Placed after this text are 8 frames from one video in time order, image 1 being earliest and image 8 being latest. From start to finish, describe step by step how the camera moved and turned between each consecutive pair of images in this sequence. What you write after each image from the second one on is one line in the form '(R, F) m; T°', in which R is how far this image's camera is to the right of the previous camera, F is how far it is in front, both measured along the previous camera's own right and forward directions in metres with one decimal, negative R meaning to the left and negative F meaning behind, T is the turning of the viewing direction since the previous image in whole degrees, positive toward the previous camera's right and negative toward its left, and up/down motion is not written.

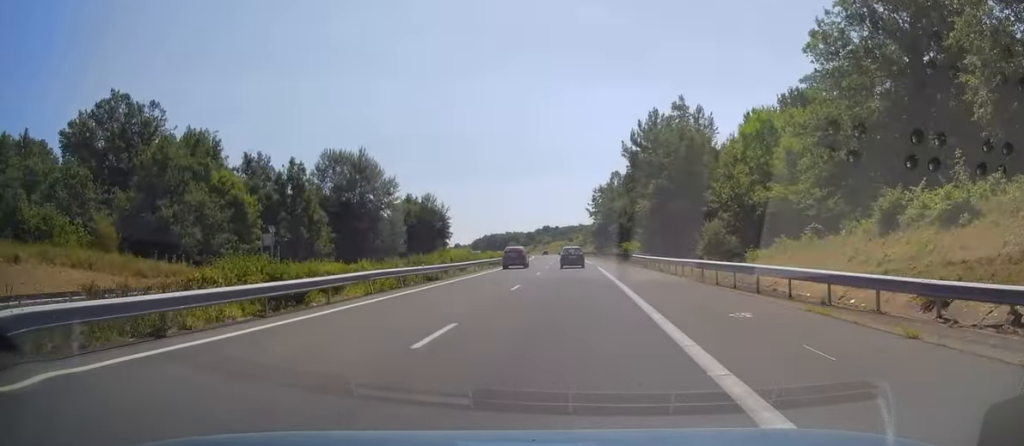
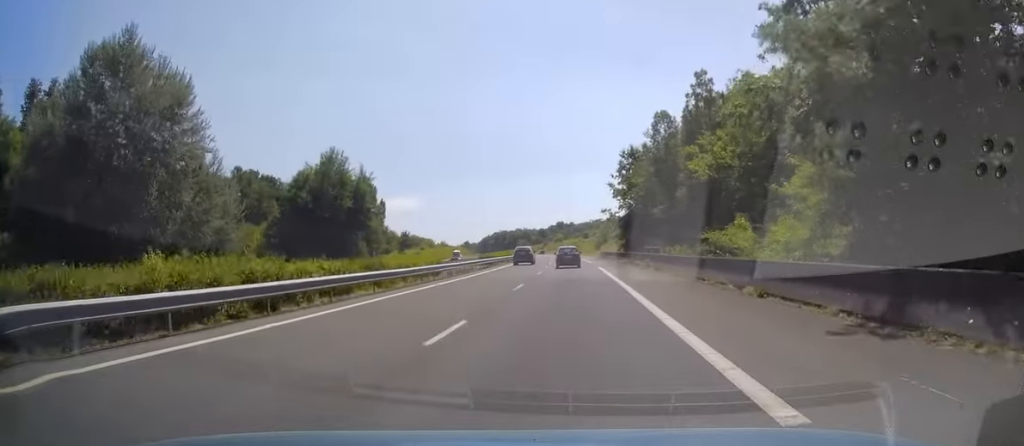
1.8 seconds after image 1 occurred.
(-0.9, +52.1) m; -2°
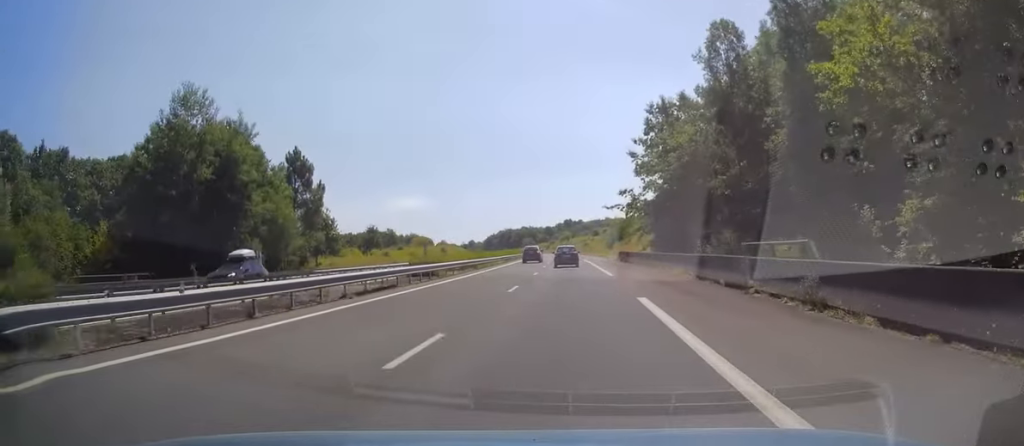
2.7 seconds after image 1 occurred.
(+0.3, +28.0) m; 0°
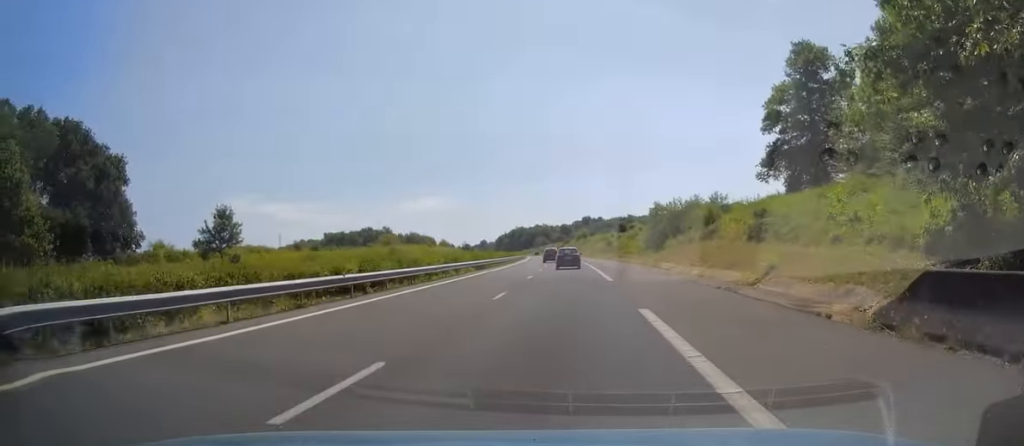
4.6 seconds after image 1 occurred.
(-1.5, +54.8) m; -3°
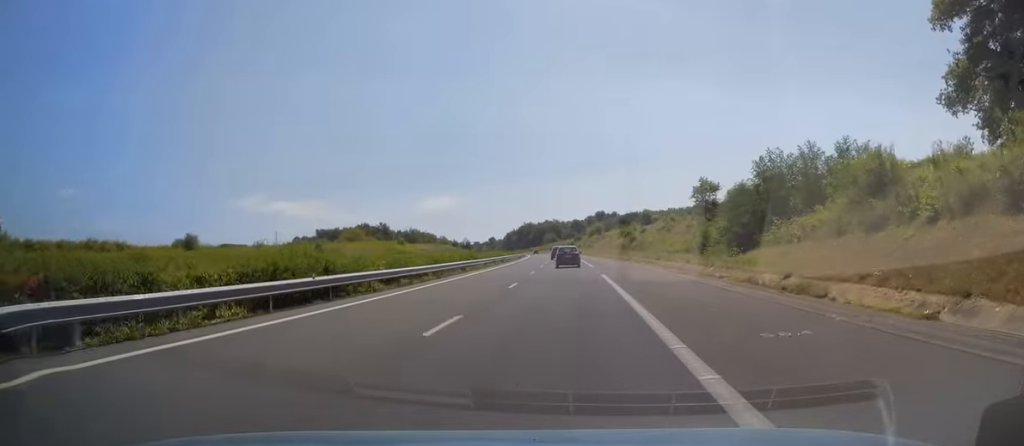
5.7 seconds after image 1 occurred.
(-0.2, +33.8) m; -1°
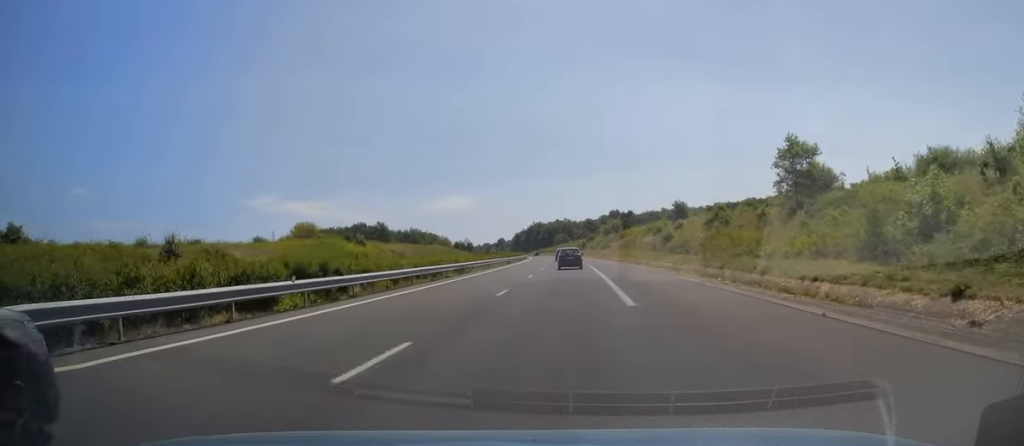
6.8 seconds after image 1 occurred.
(-0.4, +29.8) m; -1°
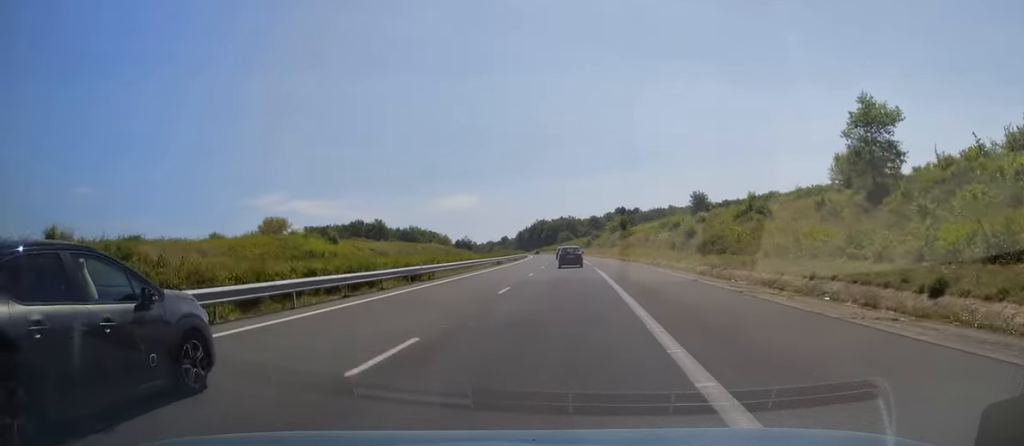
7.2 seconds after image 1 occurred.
(0.0, +12.7) m; 0°
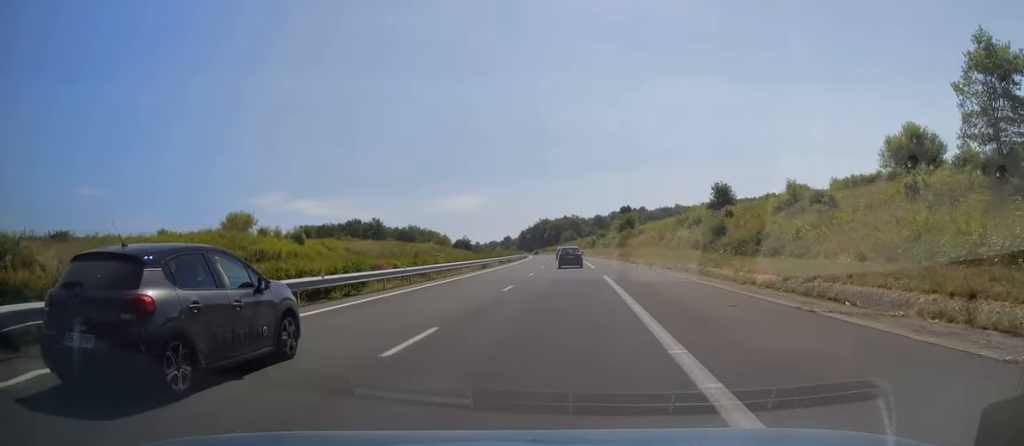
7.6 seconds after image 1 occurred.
(0.0, +11.7) m; 0°
